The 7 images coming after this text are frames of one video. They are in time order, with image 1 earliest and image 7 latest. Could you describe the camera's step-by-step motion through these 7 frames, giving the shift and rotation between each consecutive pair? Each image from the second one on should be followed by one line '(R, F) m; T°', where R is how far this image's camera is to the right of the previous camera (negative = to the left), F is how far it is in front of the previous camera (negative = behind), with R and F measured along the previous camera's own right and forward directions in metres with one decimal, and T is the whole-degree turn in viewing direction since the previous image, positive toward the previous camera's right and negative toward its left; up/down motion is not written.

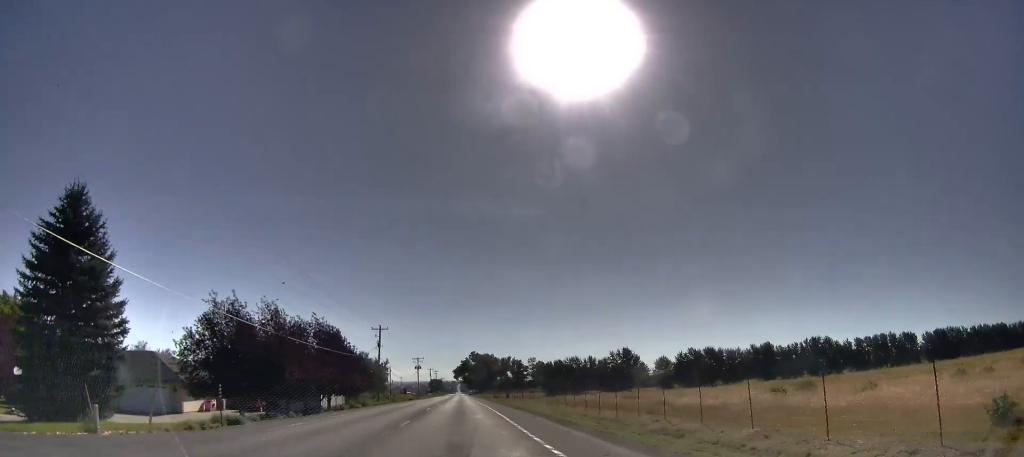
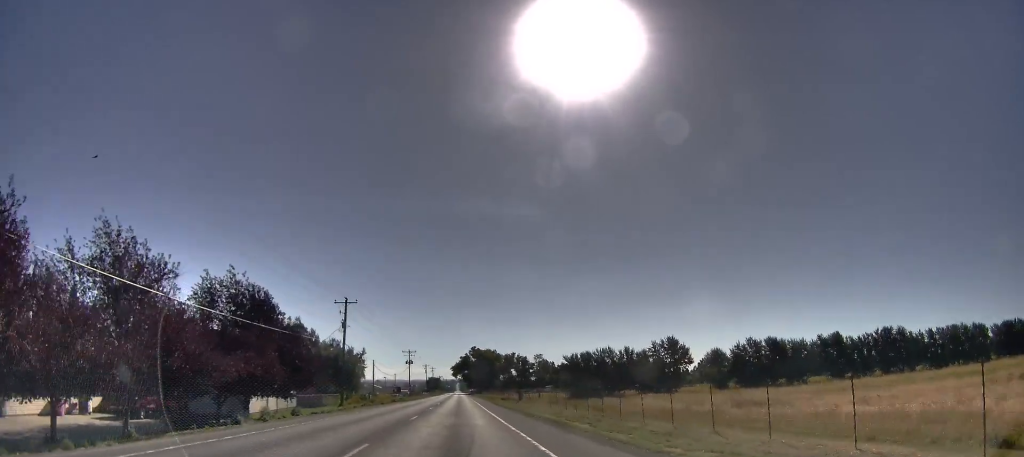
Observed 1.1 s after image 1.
(-0.3, +24.9) m; 0°
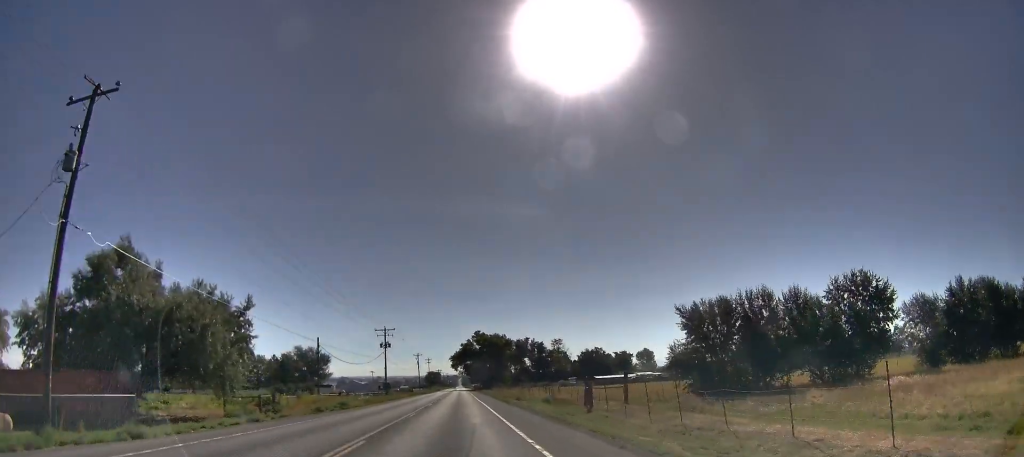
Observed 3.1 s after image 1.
(+0.8, +44.8) m; +1°
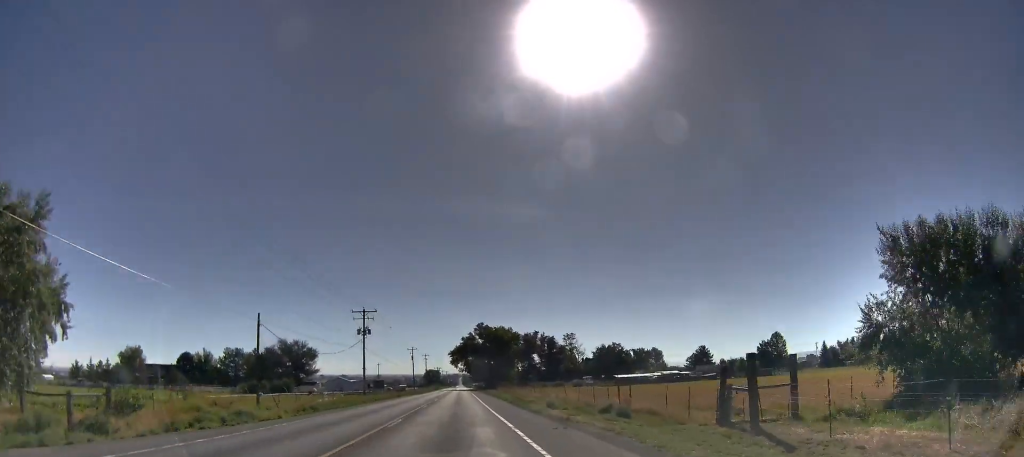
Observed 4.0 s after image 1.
(0.0, +21.2) m; 0°
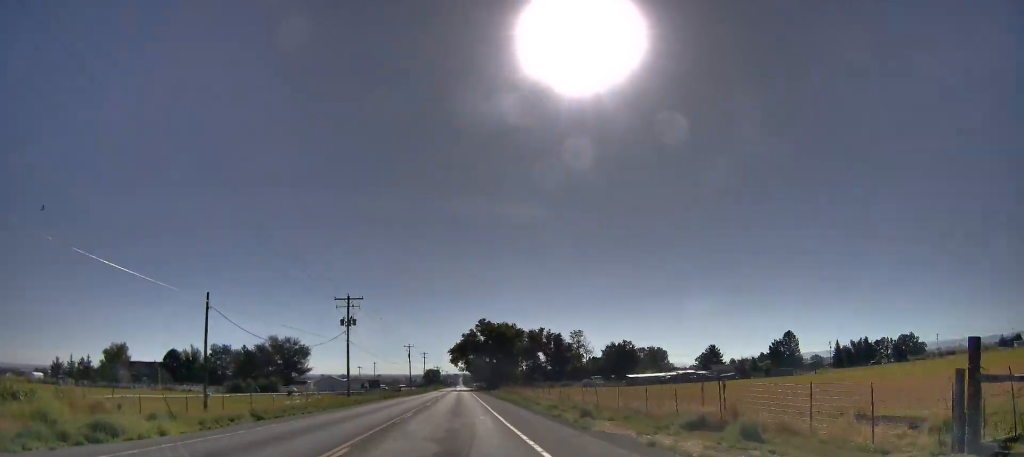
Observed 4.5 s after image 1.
(0.0, +10.6) m; 0°
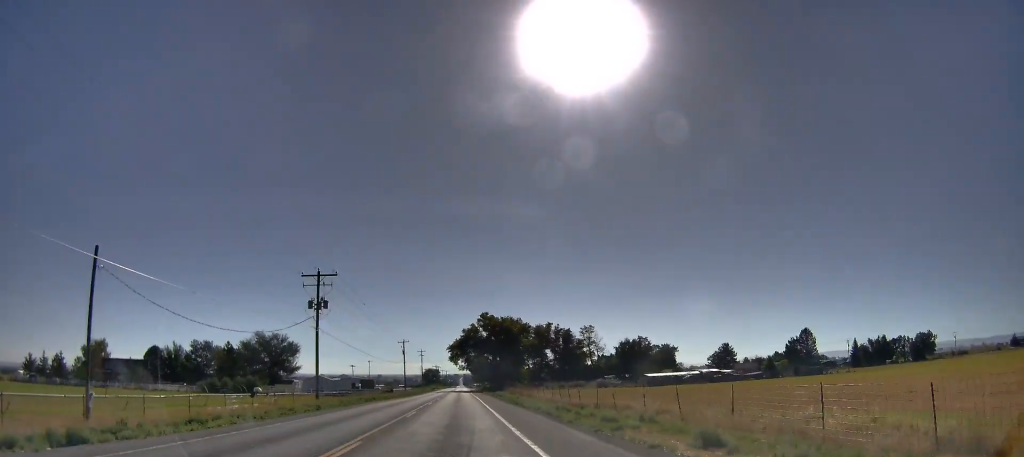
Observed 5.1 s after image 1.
(0.0, +13.6) m; 0°
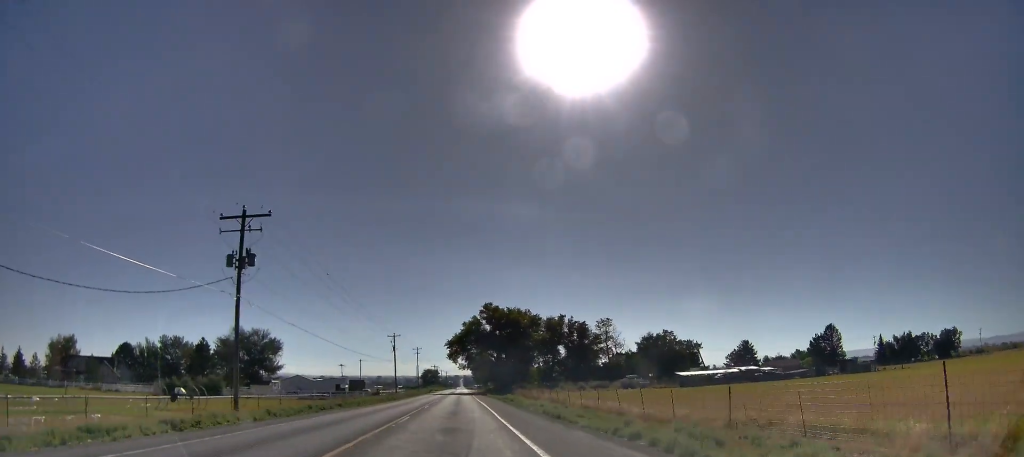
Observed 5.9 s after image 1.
(0.0, +18.1) m; 0°
